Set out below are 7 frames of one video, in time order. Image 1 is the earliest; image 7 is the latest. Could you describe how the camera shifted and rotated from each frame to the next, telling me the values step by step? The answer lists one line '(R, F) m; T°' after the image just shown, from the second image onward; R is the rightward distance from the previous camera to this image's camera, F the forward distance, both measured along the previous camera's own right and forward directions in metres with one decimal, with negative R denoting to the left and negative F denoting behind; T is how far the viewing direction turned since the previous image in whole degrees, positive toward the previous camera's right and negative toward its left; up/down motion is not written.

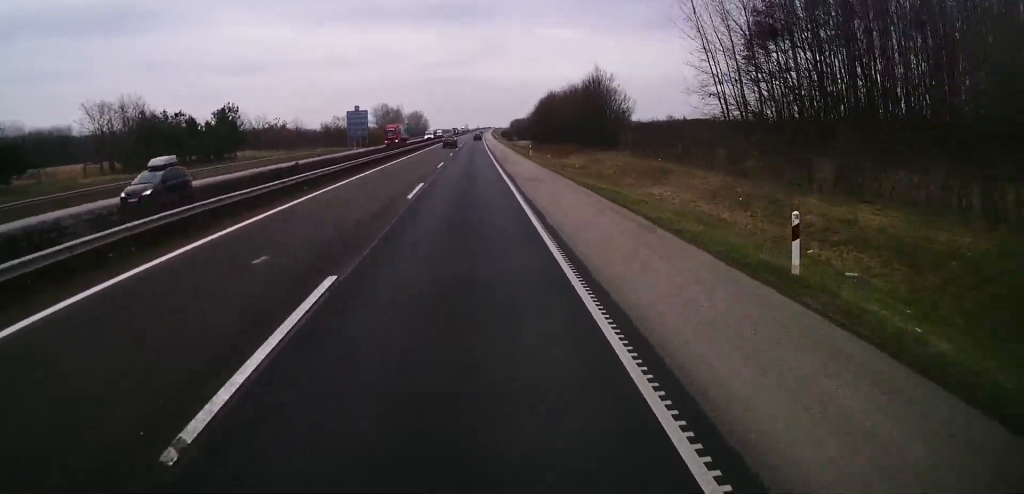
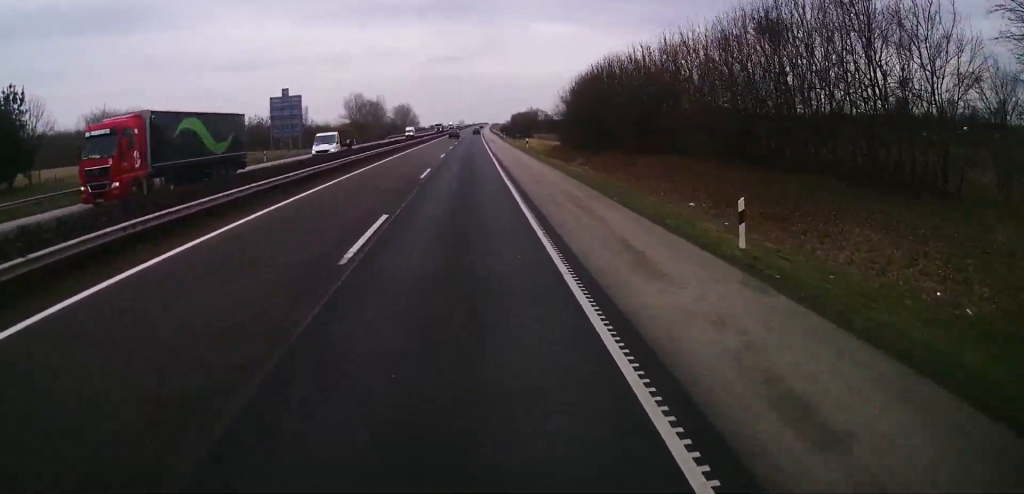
(-0.3, +46.3) m; 0°
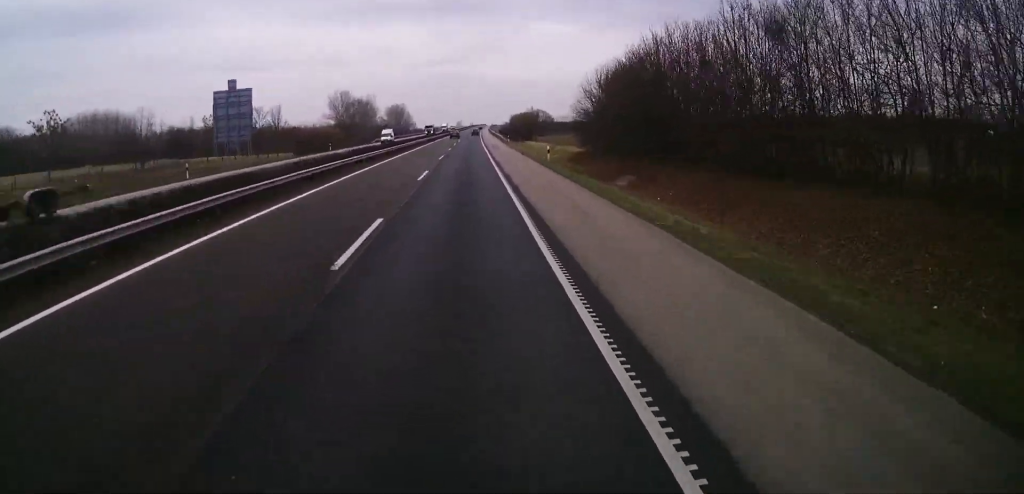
(0.0, +17.2) m; 0°
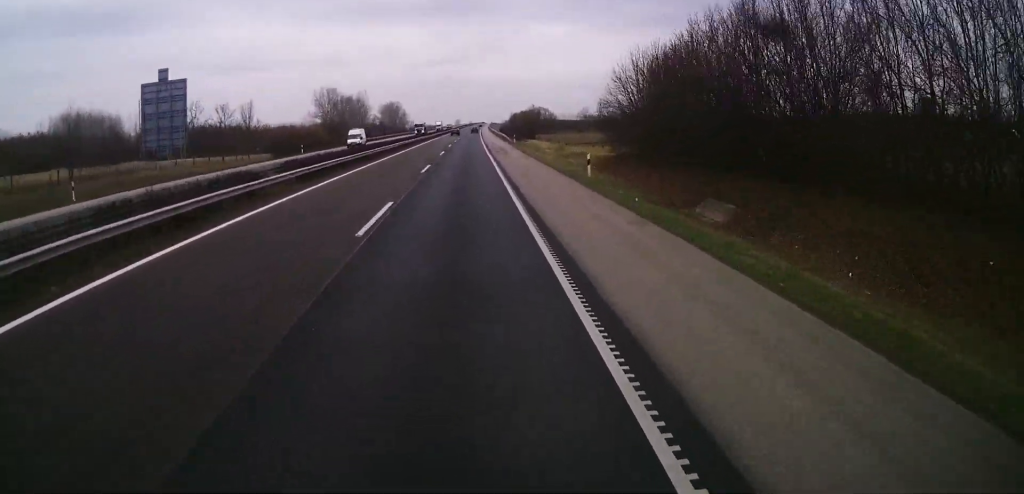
(+0.2, +14.6) m; 0°
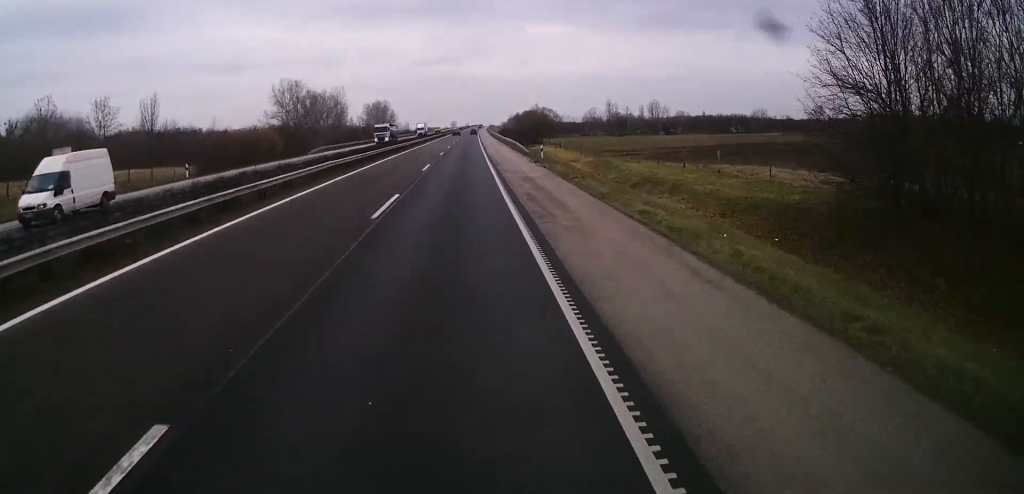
(-0.1, +32.1) m; +1°
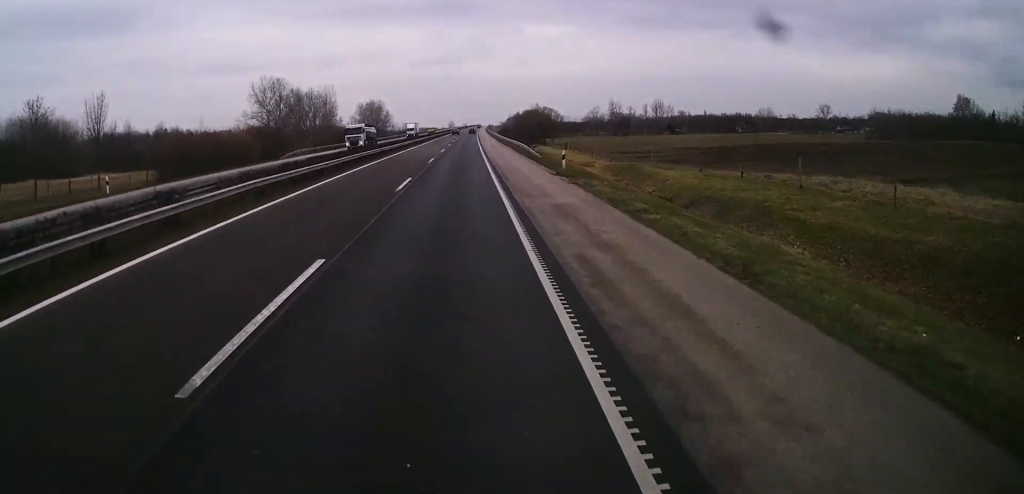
(0.0, +11.3) m; +1°
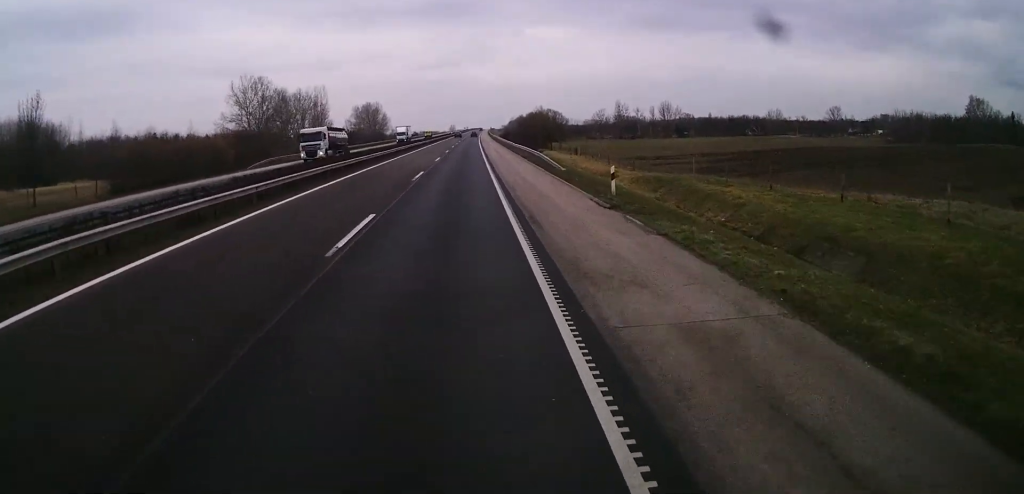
(+0.1, +11.3) m; 0°
